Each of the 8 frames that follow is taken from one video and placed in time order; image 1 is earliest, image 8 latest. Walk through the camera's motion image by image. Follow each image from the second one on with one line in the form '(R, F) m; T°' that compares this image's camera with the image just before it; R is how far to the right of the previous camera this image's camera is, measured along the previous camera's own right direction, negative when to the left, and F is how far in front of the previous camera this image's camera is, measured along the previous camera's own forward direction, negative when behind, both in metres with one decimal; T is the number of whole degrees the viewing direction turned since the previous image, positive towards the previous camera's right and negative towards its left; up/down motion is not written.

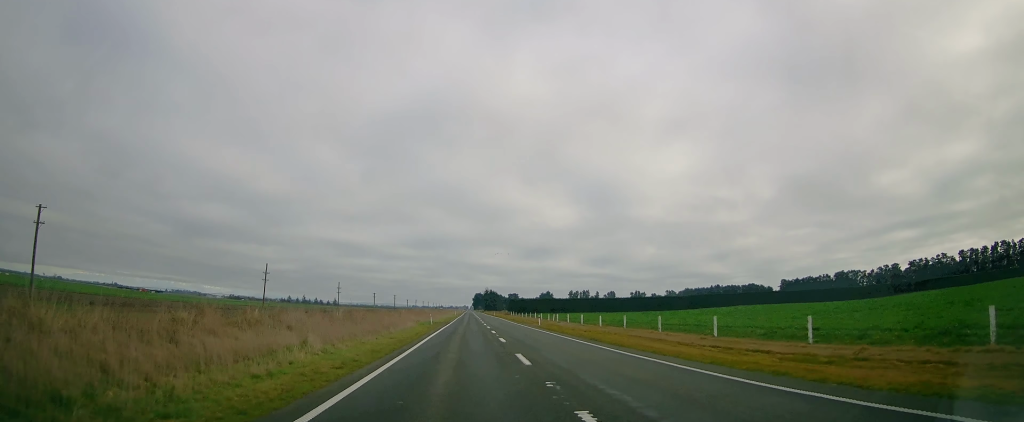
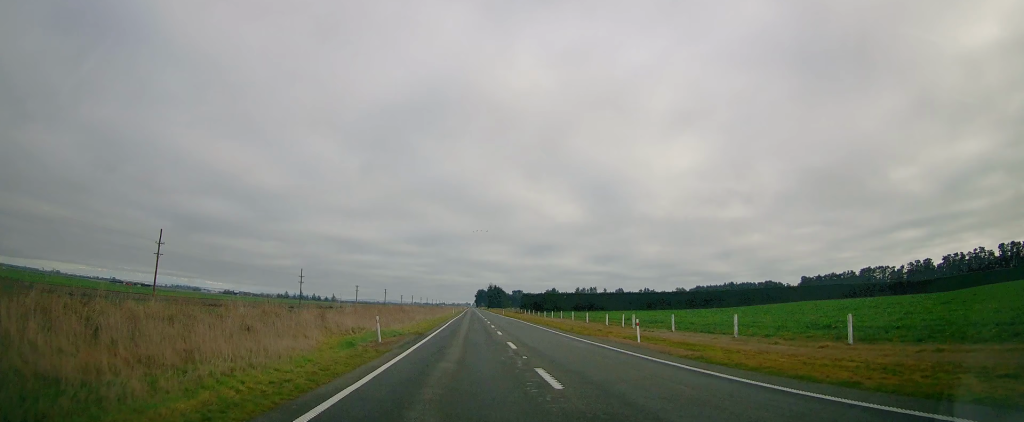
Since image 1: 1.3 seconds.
(0.0, +34.5) m; 0°
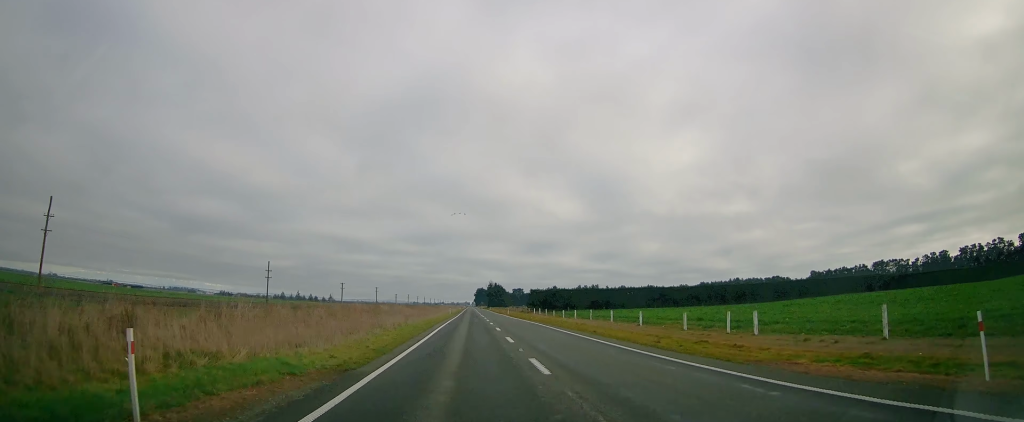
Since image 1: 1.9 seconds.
(+0.1, +18.2) m; 0°
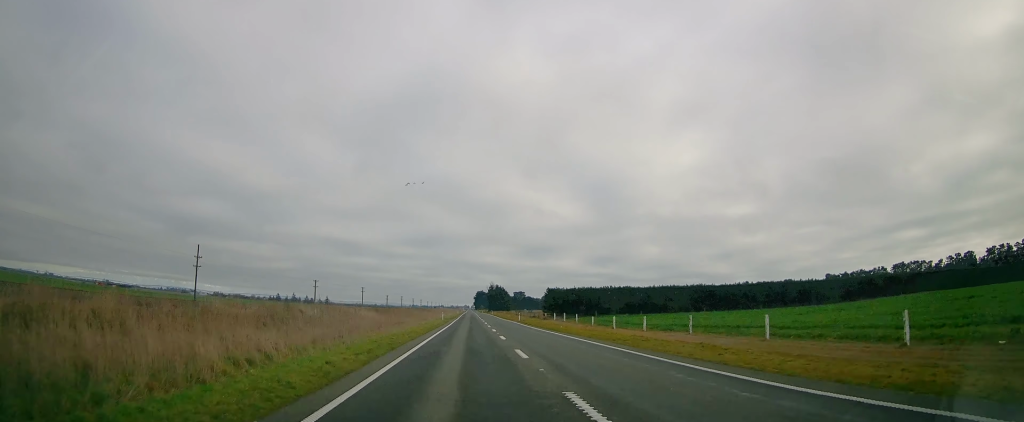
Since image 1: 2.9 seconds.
(-0.1, +26.5) m; -1°
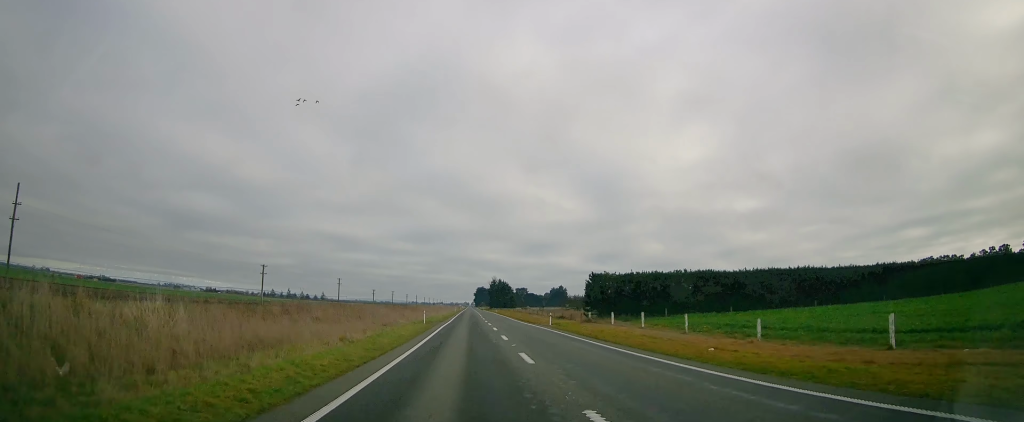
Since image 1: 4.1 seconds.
(-0.6, +32.1) m; 0°
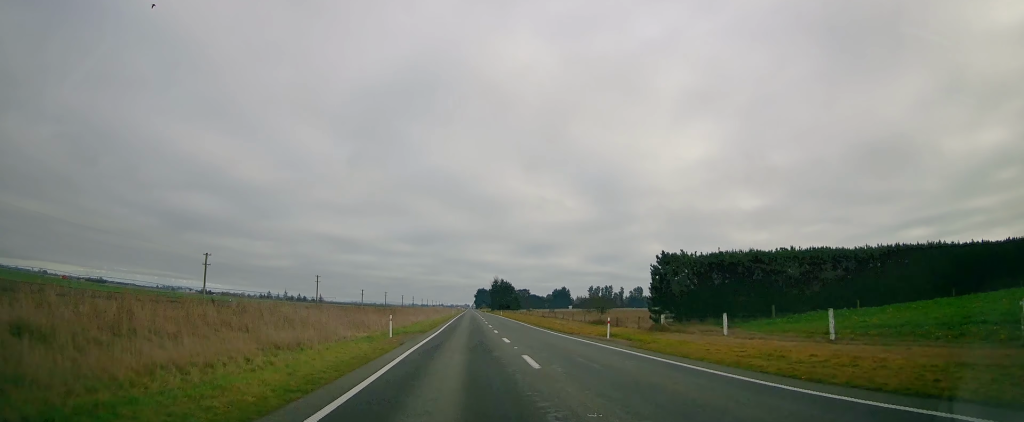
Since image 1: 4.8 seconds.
(+0.2, +21.0) m; +1°
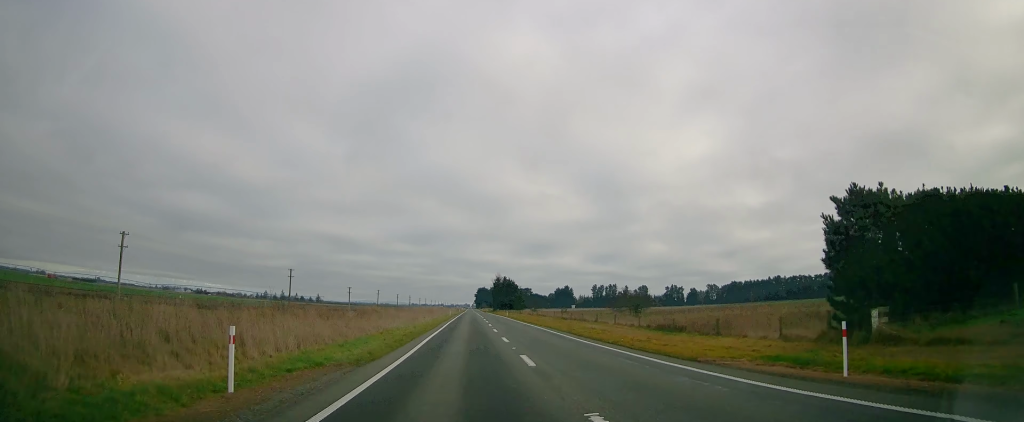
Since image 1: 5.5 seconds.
(+0.2, +19.1) m; +1°
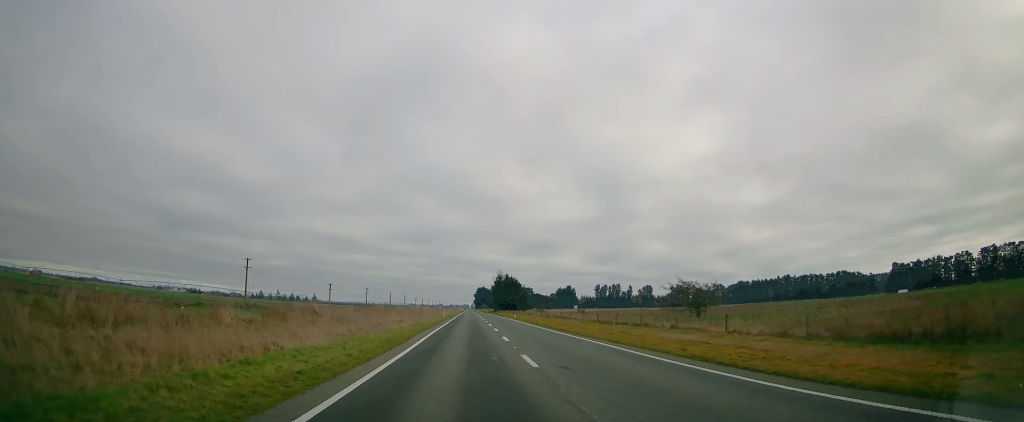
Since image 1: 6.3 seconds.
(+0.1, +20.9) m; 0°
